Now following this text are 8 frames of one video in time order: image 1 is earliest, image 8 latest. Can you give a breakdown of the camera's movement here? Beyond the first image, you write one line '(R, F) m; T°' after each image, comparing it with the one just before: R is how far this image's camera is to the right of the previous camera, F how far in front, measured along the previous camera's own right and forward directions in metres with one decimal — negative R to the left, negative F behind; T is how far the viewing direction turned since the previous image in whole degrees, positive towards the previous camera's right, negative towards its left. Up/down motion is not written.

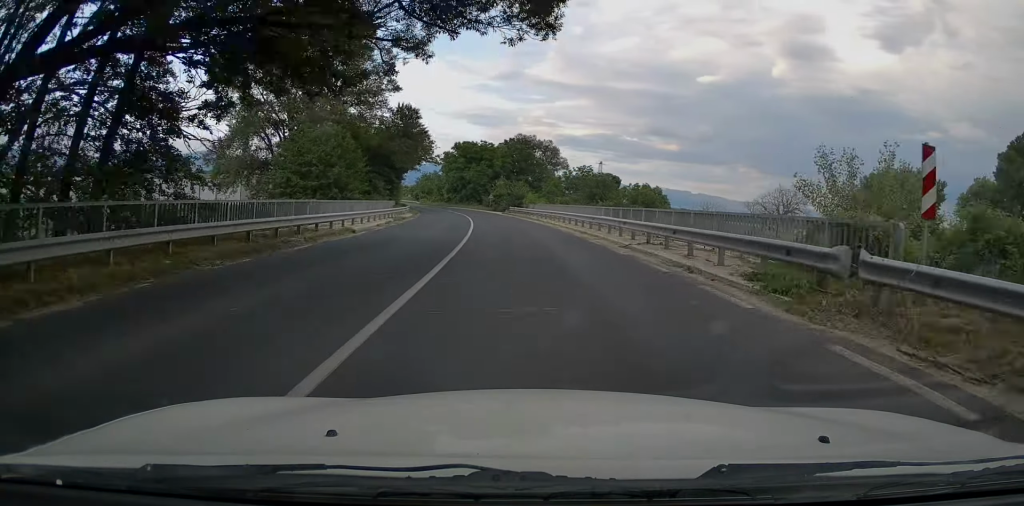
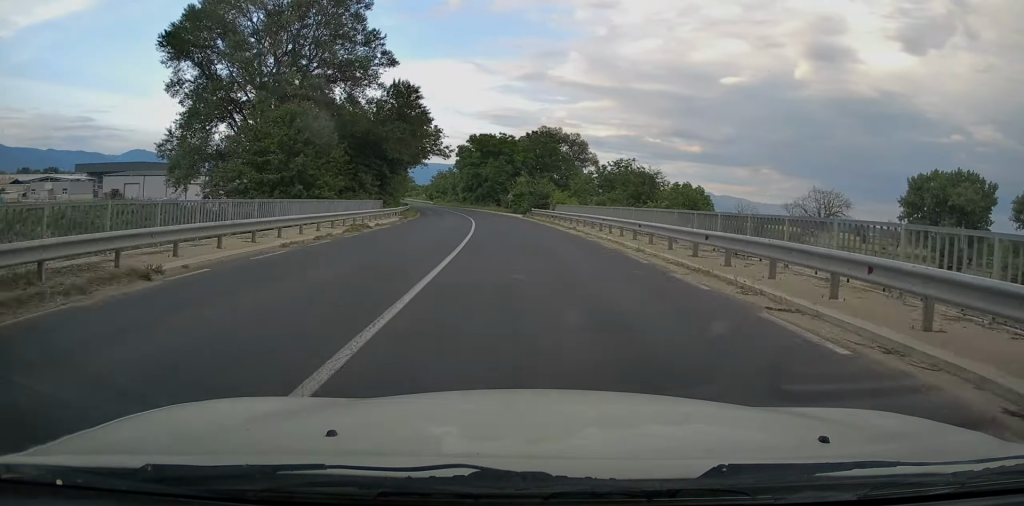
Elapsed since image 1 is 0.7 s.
(-0.3, +14.0) m; -2°
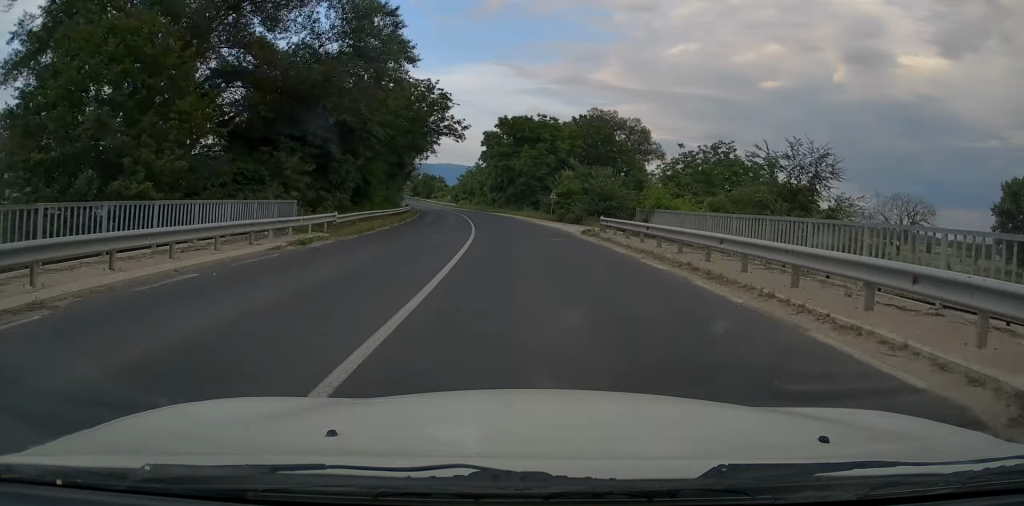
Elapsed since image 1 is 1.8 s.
(-0.4, +24.6) m; -3°
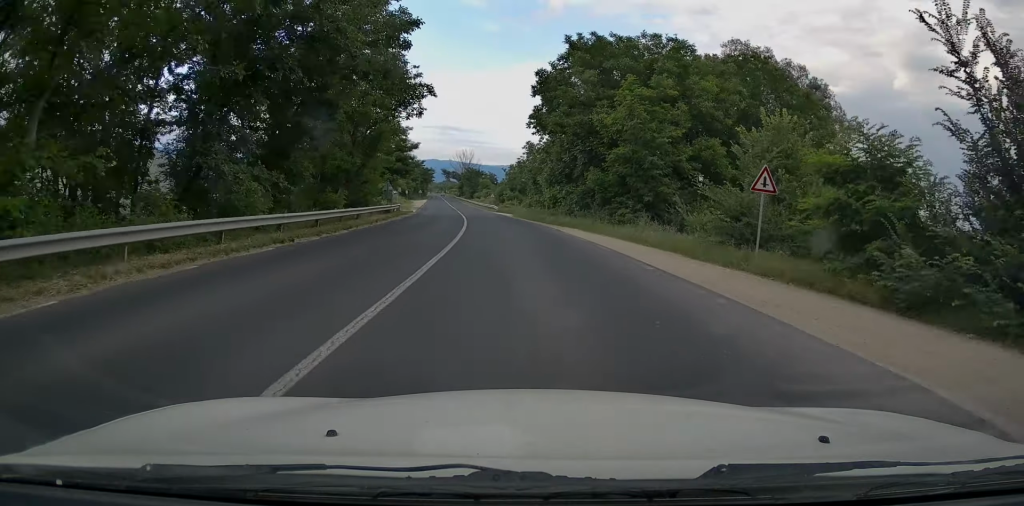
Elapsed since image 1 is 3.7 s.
(-2.2, +38.9) m; -6°
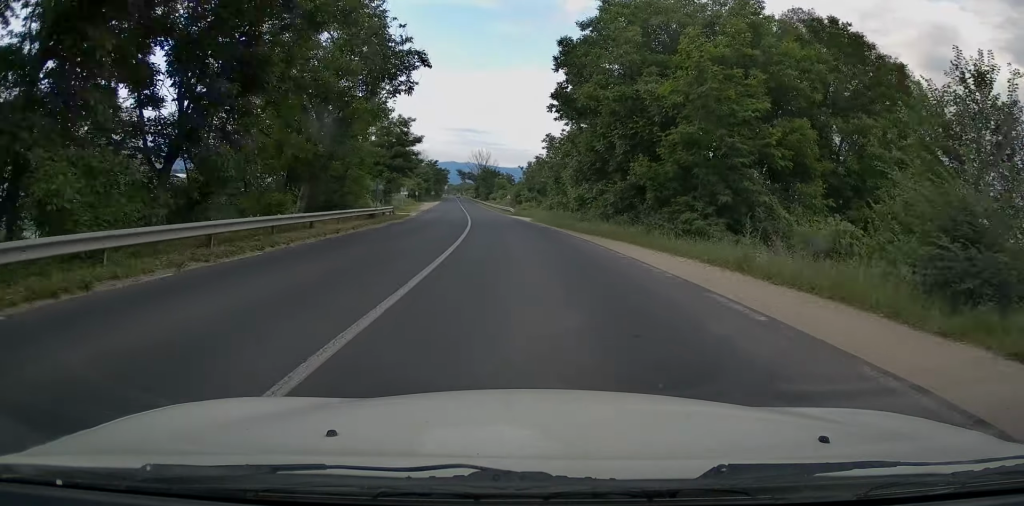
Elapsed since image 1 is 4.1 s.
(-0.3, +9.0) m; -1°
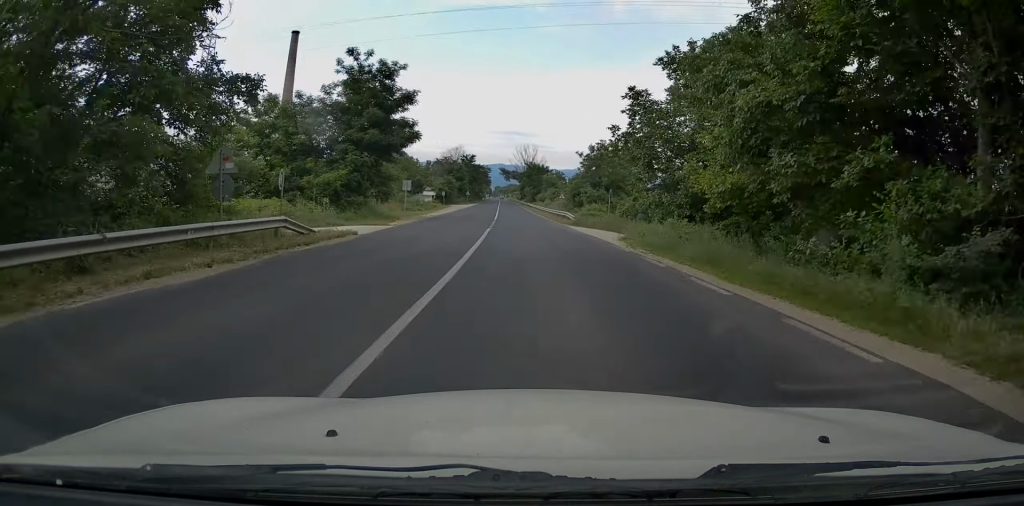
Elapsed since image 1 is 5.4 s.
(-0.5, +25.2) m; -2°
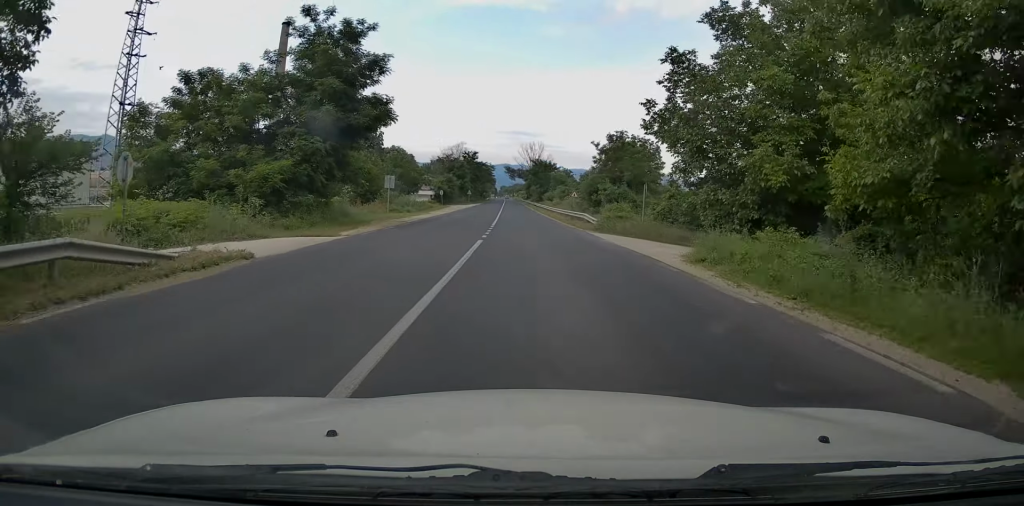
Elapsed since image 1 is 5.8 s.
(-0.1, +8.7) m; 0°
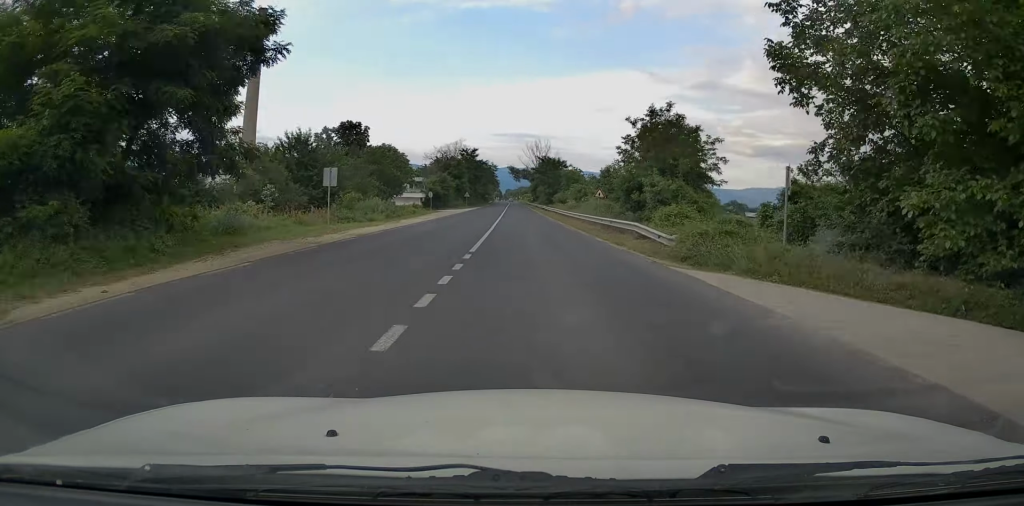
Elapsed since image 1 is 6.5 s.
(-0.2, +14.6) m; -1°
